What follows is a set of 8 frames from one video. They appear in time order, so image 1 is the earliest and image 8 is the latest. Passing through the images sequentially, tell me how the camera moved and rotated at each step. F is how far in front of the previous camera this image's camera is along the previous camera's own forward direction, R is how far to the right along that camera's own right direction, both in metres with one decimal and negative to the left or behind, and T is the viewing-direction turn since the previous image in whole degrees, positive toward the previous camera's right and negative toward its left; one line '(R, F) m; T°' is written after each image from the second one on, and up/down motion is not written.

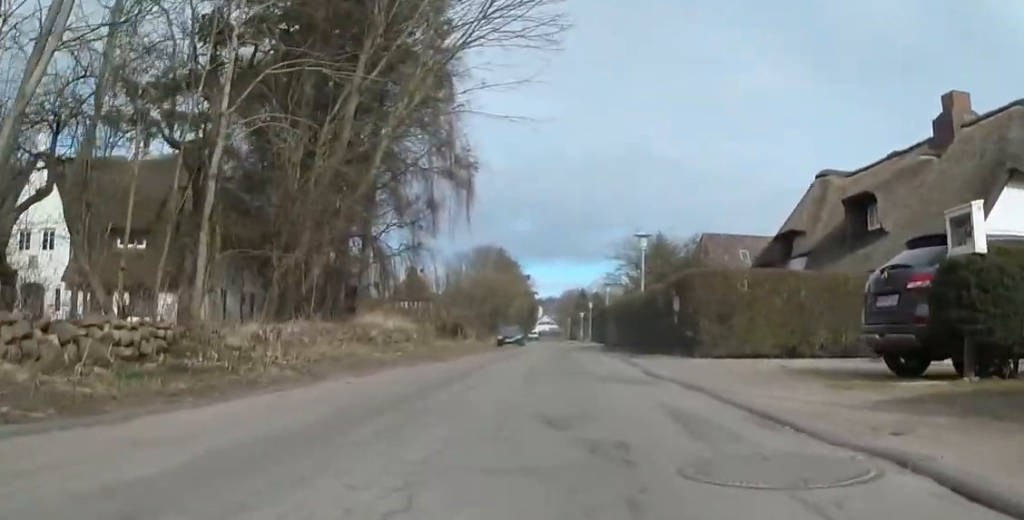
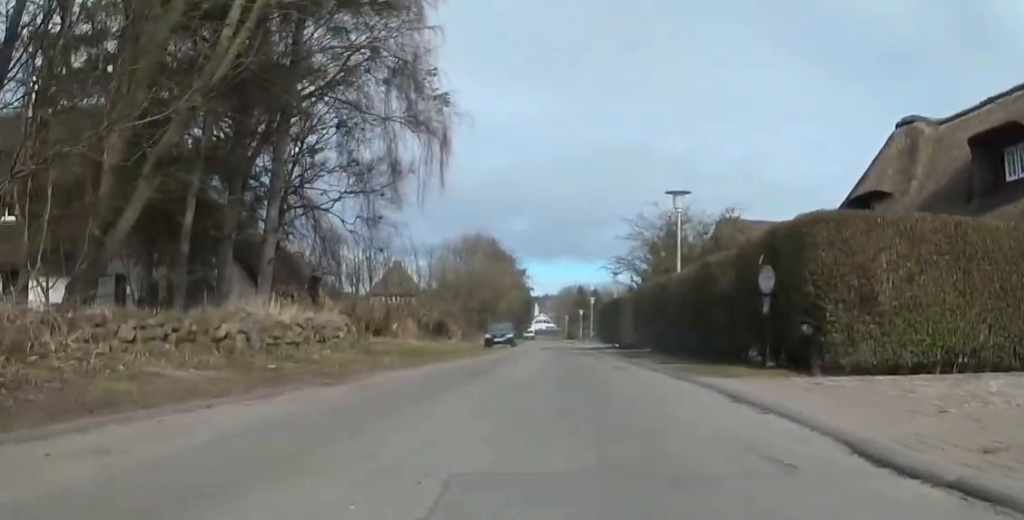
(-0.4, +9.4) m; -1°
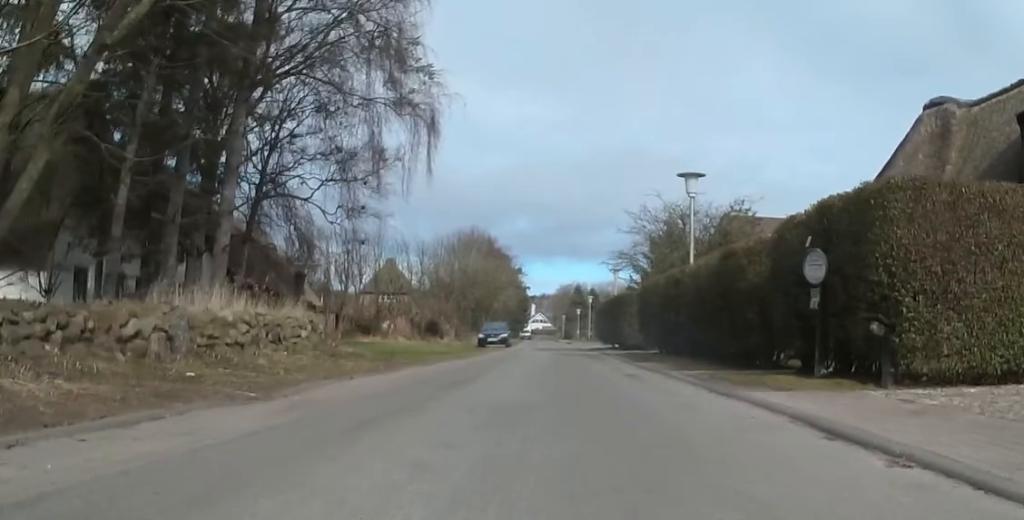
(0.0, +2.4) m; +1°
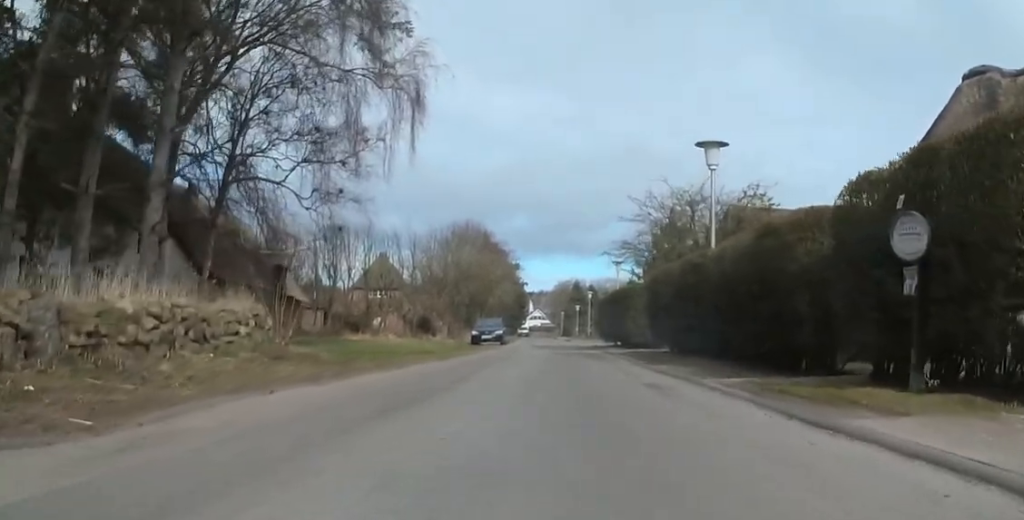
(0.0, +2.7) m; 0°
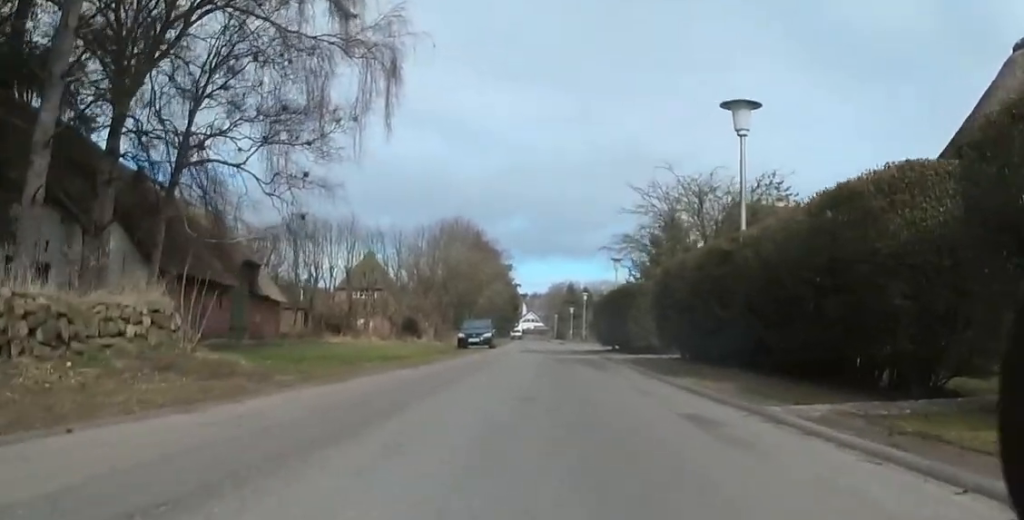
(+0.2, +2.8) m; -4°
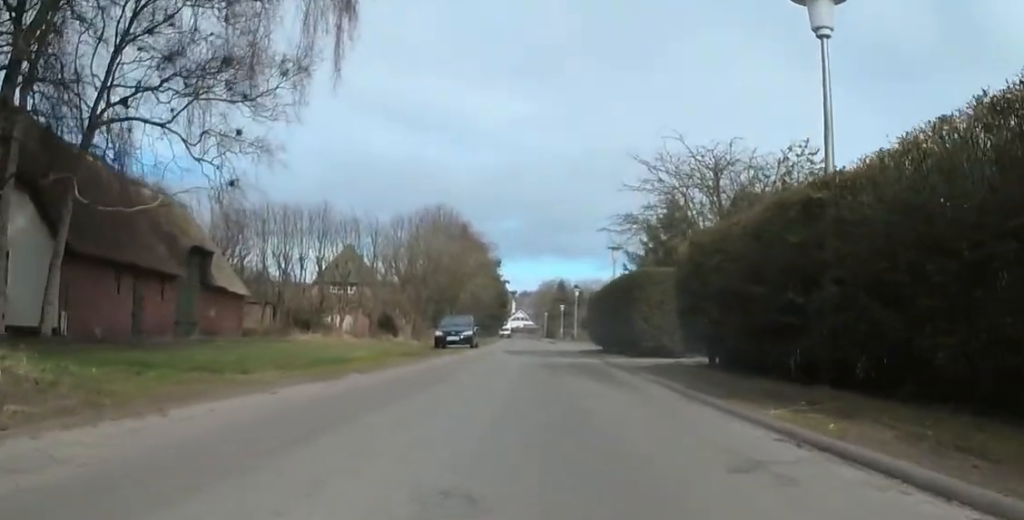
(-0.2, +4.1) m; -4°
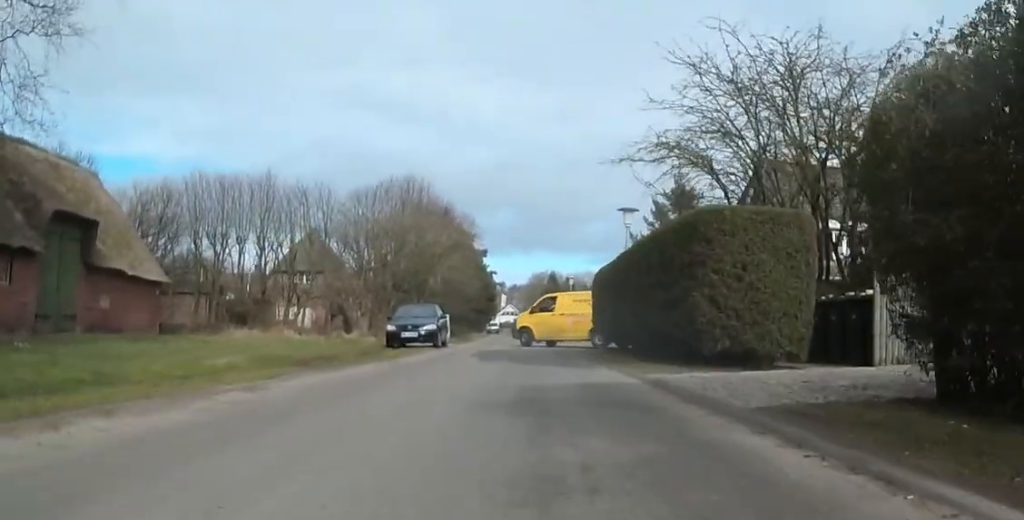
(-0.1, +8.0) m; -2°
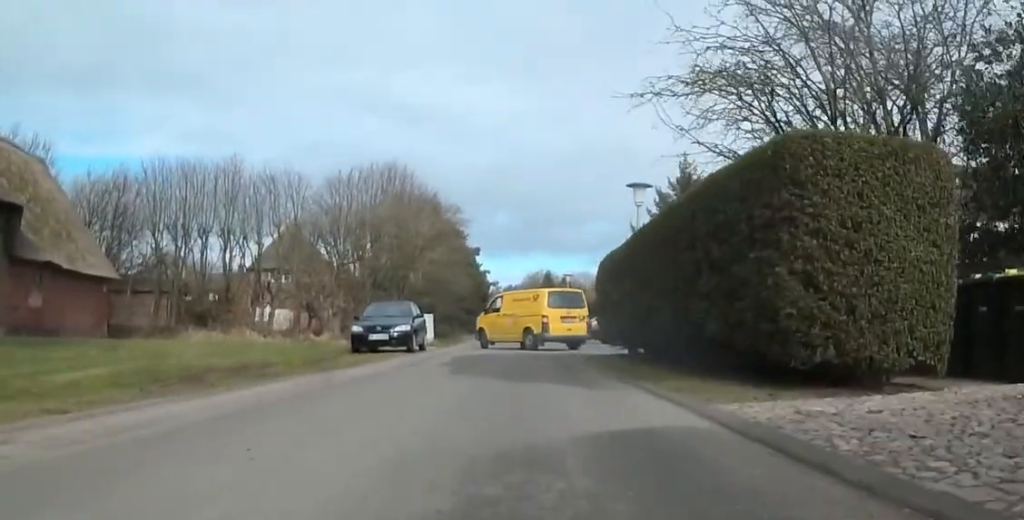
(-0.2, +3.6) m; +1°
